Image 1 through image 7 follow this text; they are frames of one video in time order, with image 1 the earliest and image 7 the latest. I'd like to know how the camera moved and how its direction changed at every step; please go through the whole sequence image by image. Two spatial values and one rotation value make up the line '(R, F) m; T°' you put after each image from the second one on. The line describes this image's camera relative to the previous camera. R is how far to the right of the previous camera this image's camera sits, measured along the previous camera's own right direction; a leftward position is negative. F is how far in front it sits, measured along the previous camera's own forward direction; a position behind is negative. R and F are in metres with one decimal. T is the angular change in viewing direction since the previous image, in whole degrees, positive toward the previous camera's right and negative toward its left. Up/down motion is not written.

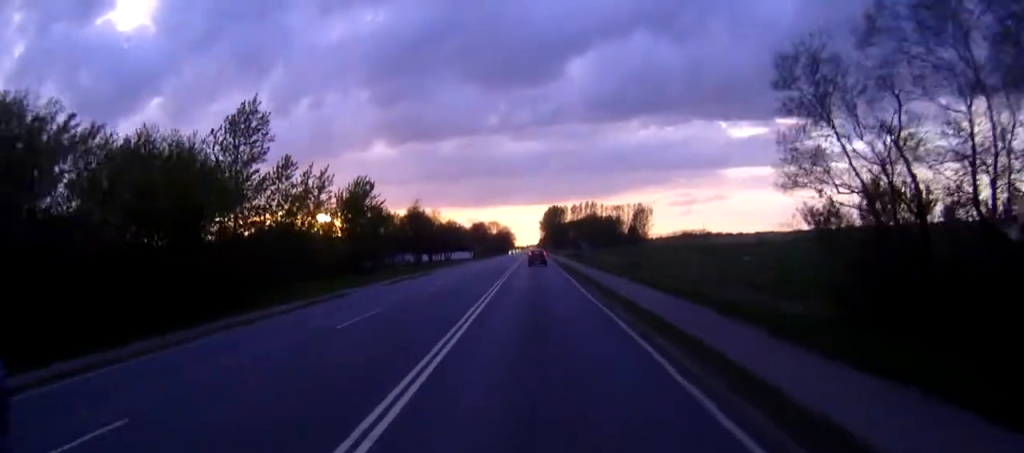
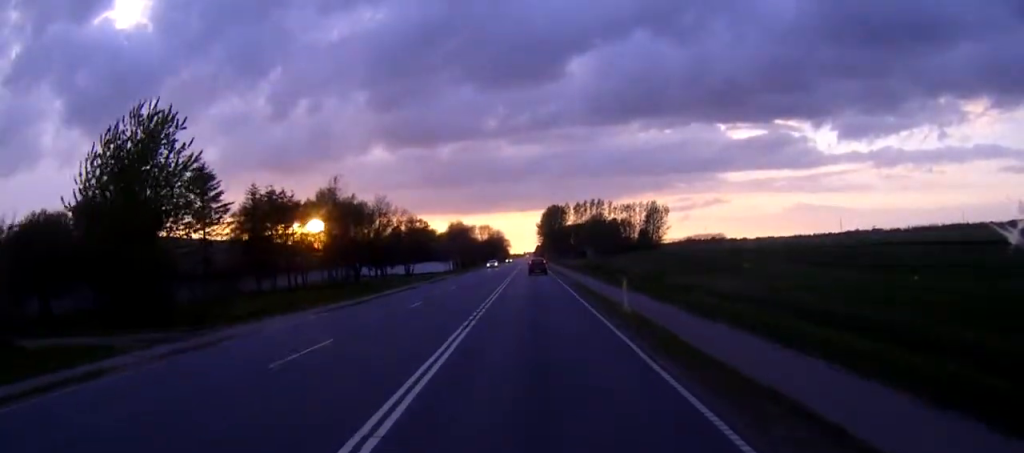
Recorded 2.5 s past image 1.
(+0.3, +50.4) m; 0°
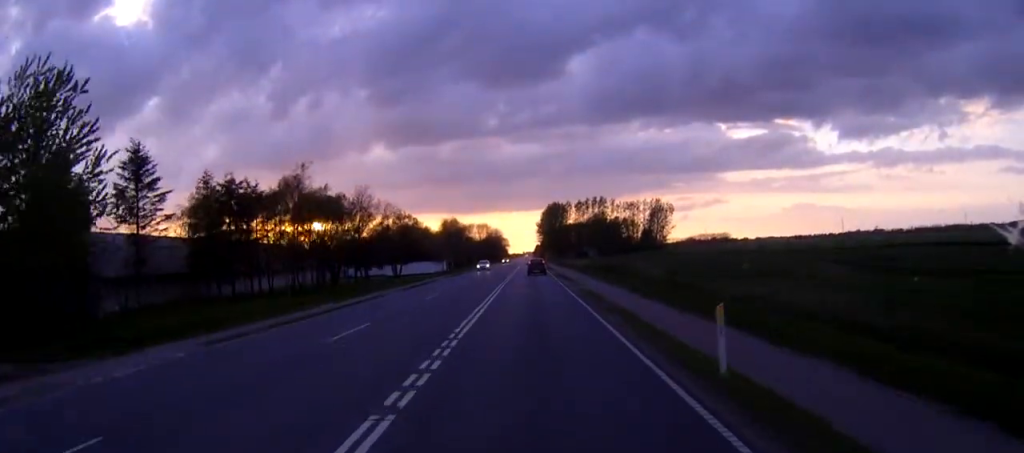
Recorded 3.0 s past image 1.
(0.0, +11.0) m; 0°
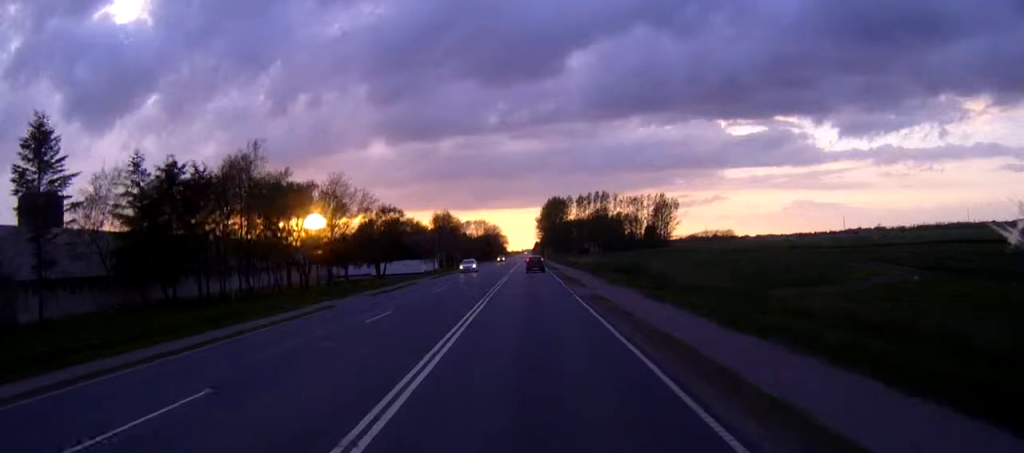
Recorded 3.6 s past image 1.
(0.0, +11.7) m; 0°
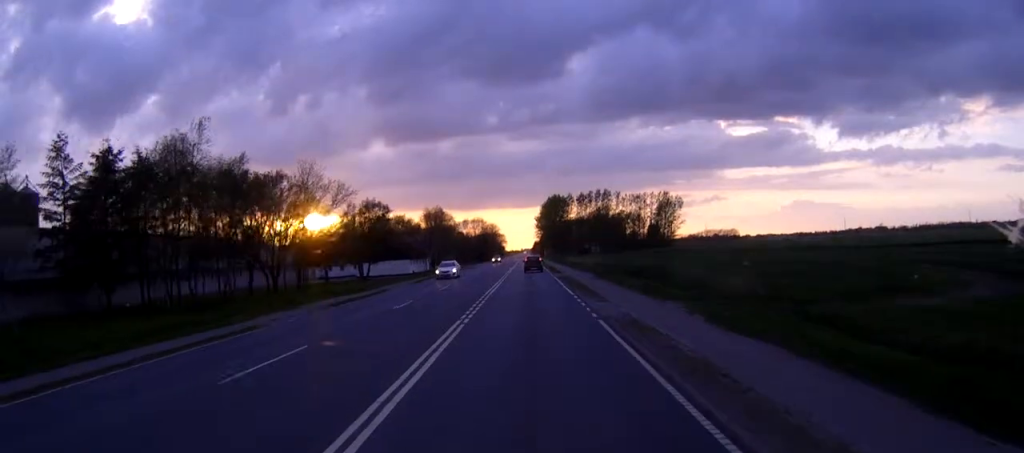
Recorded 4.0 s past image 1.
(0.0, +9.7) m; 0°
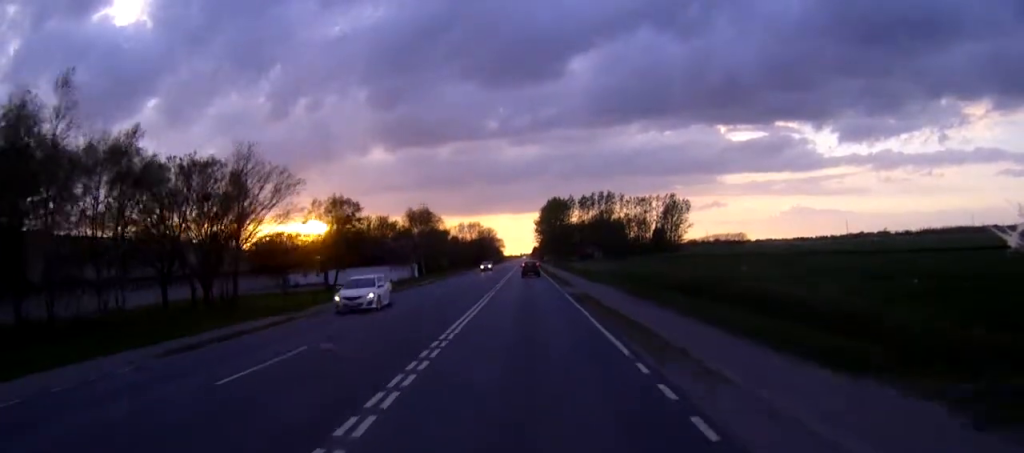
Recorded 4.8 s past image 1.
(0.0, +15.2) m; 0°
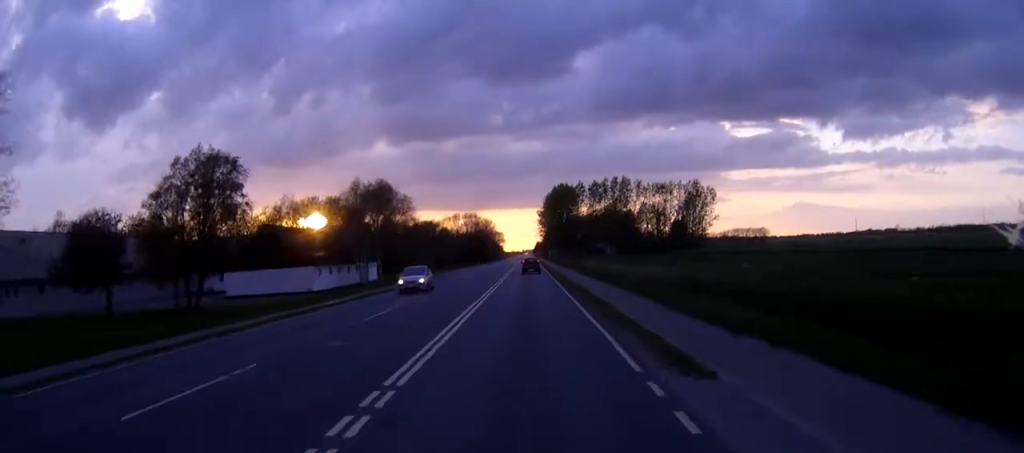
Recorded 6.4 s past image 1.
(0.0, +33.4) m; 0°
